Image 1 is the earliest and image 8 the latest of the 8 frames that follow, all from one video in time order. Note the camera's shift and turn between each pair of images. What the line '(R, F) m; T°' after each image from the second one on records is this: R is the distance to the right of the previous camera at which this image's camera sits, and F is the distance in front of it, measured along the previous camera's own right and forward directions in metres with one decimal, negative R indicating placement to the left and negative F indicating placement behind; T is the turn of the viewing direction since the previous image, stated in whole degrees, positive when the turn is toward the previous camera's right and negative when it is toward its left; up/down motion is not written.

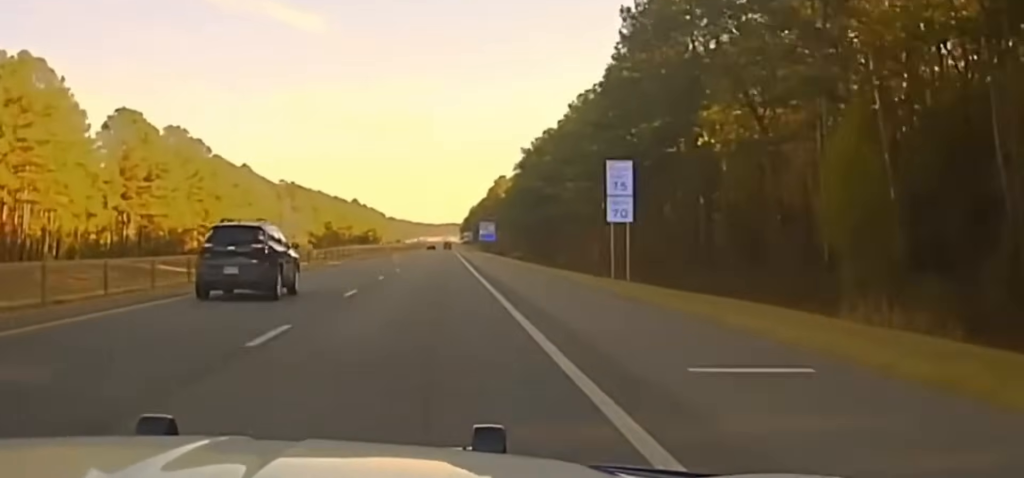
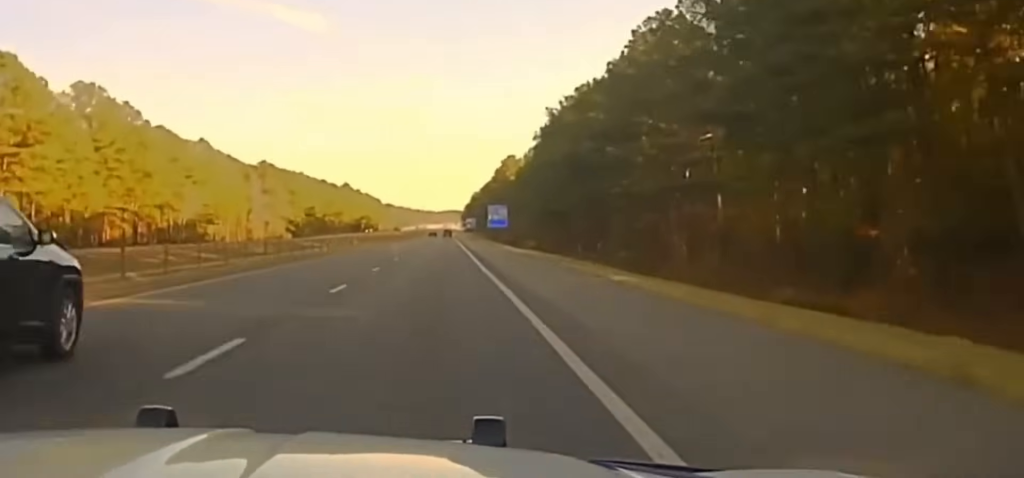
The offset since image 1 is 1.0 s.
(0.0, +56.0) m; 0°
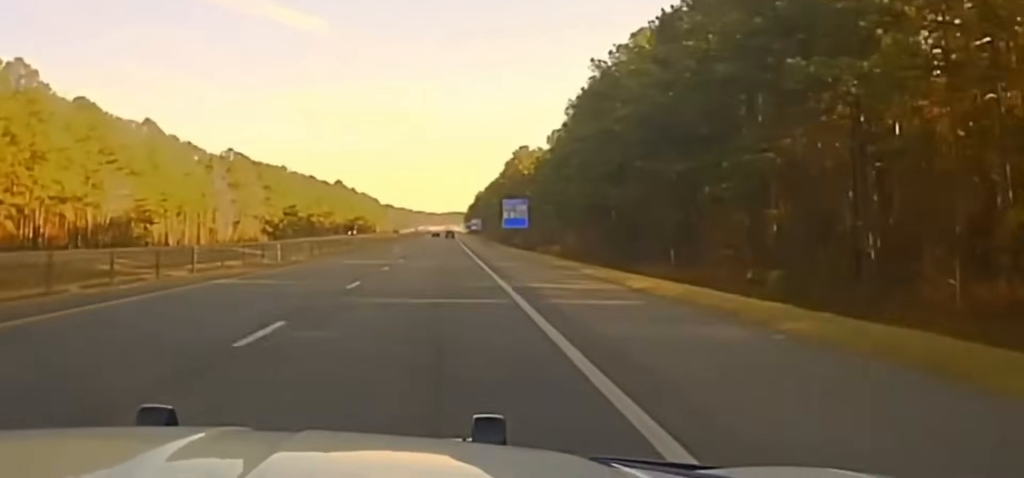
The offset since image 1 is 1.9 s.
(+0.1, +55.9) m; 0°
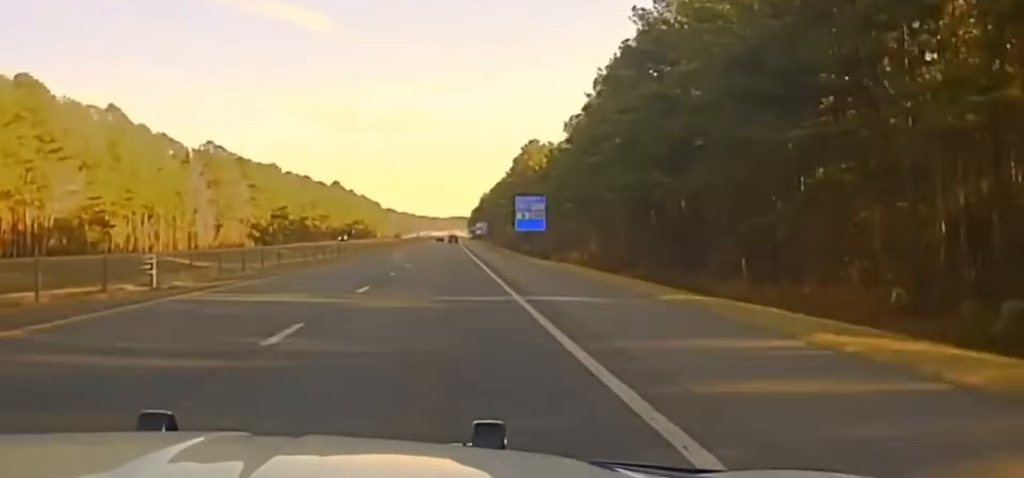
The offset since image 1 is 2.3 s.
(-0.1, +29.2) m; 0°
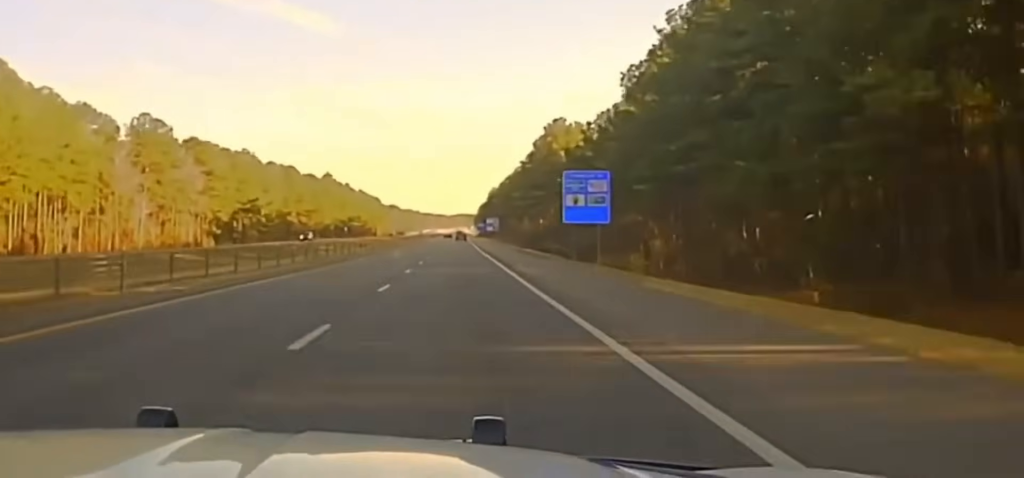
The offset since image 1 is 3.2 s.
(-0.2, +63.4) m; 0°
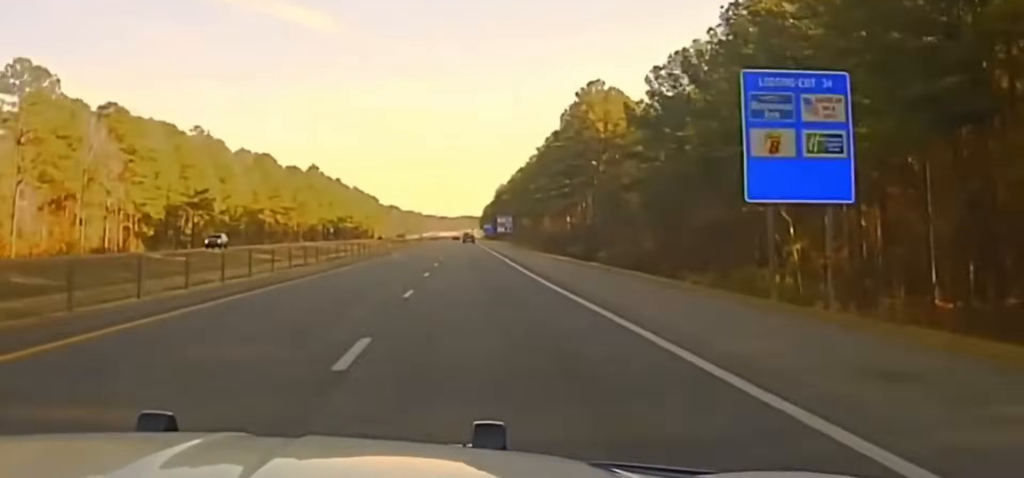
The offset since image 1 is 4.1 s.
(0.0, +64.0) m; 0°
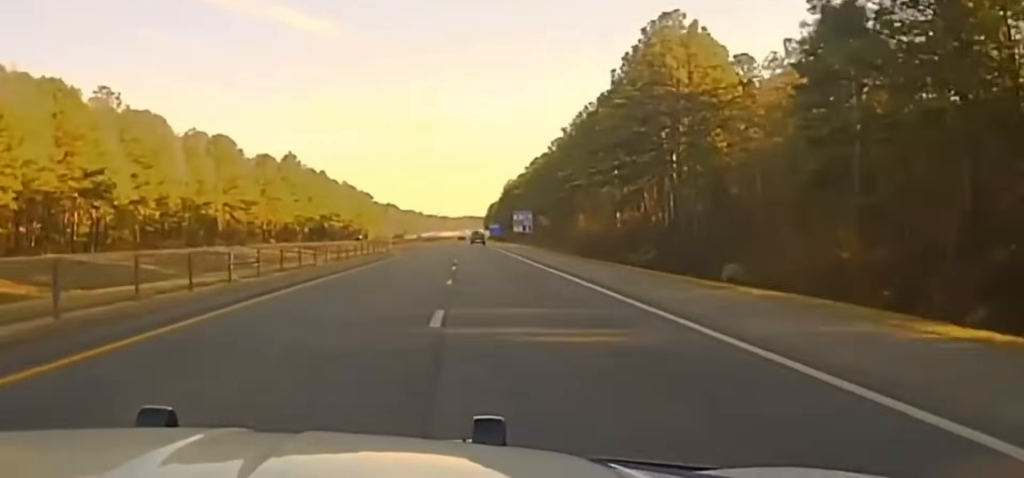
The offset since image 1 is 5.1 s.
(-0.1, +61.5) m; 0°
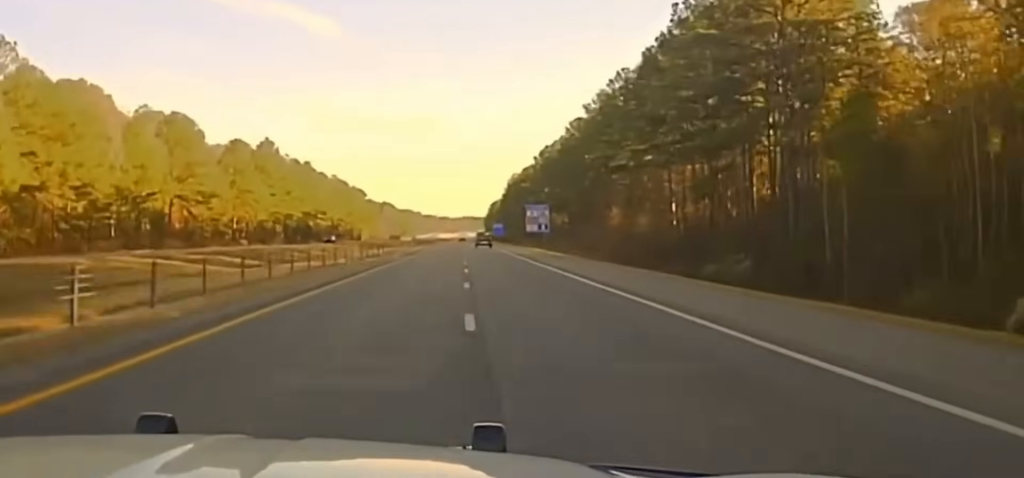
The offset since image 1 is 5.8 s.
(0.0, +34.6) m; 0°
